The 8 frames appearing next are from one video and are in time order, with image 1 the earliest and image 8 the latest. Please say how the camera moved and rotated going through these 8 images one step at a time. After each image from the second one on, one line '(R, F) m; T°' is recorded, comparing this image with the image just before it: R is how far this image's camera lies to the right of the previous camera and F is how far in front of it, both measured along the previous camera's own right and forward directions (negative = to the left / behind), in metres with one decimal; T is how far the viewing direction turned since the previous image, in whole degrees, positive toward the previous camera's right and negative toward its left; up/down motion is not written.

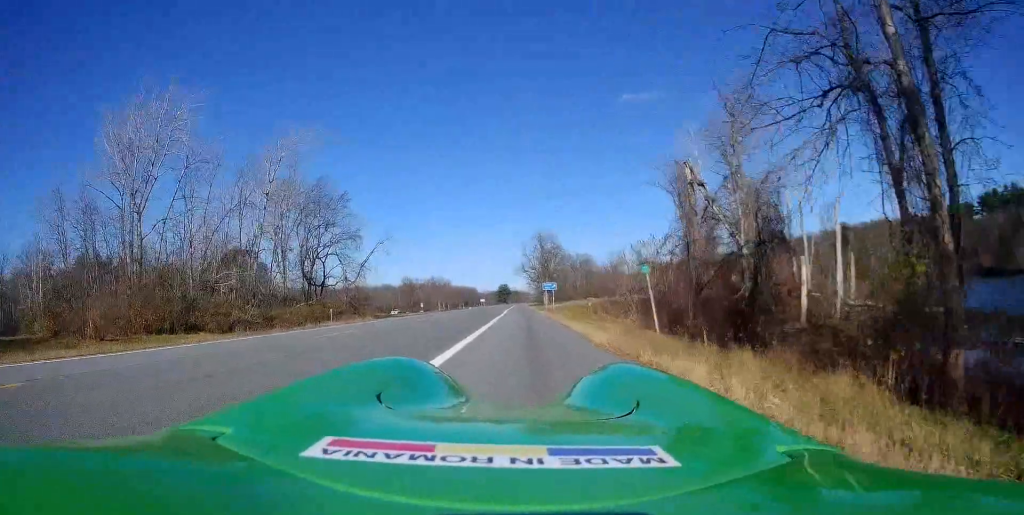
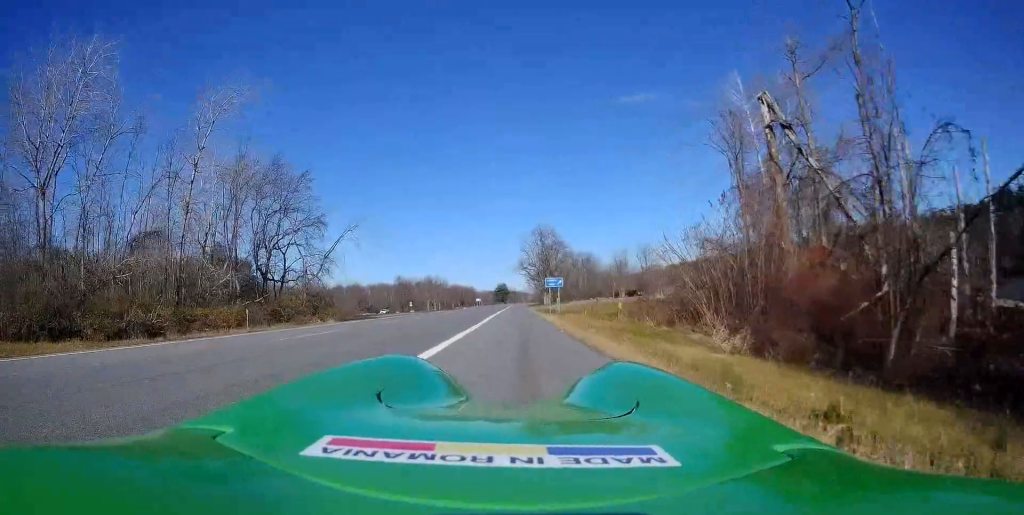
(+0.4, +14.2) m; 0°
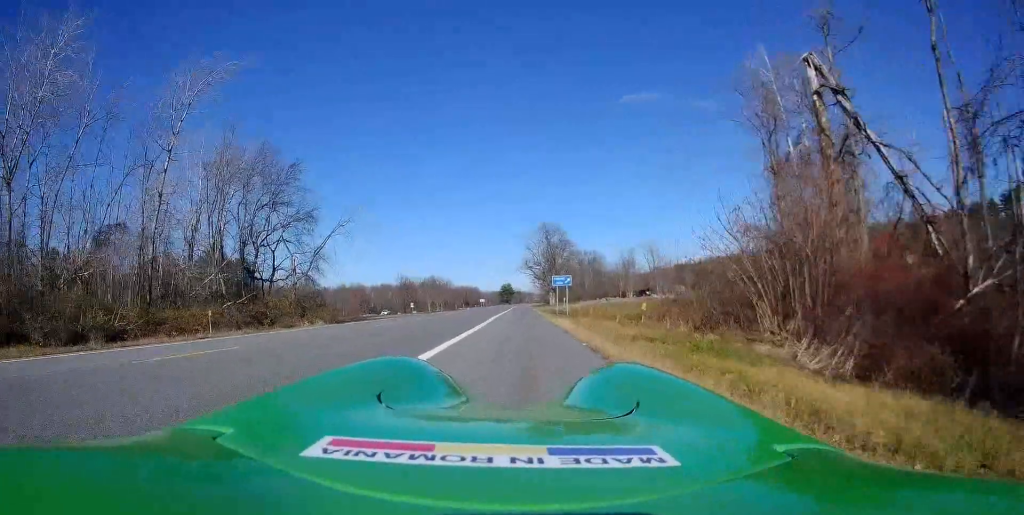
(-0.1, +4.5) m; -3°
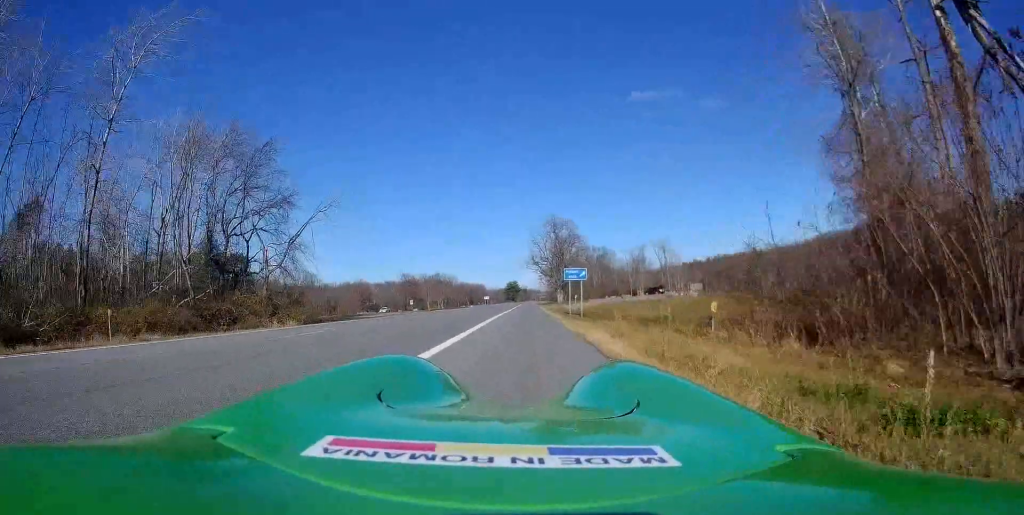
(-0.4, +8.2) m; +1°
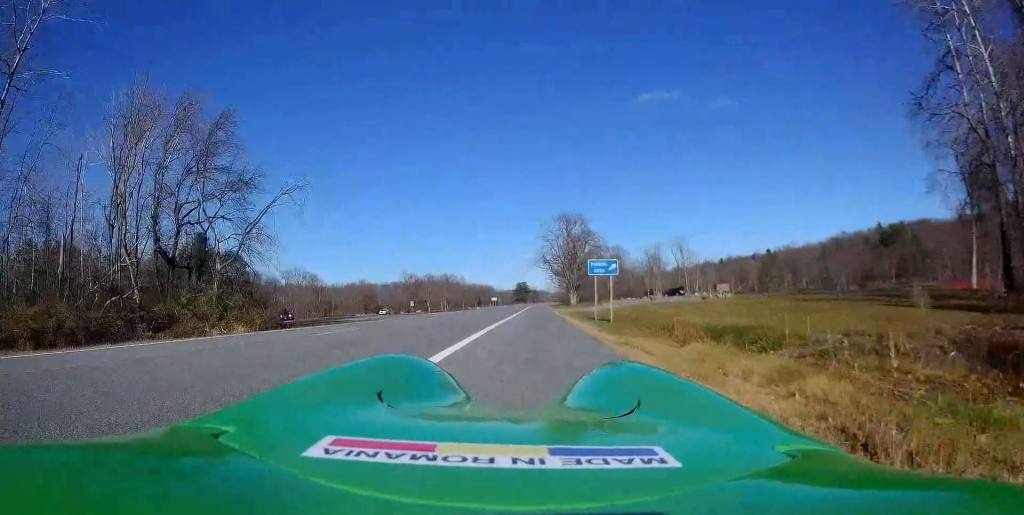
(+0.7, +10.5) m; +3°
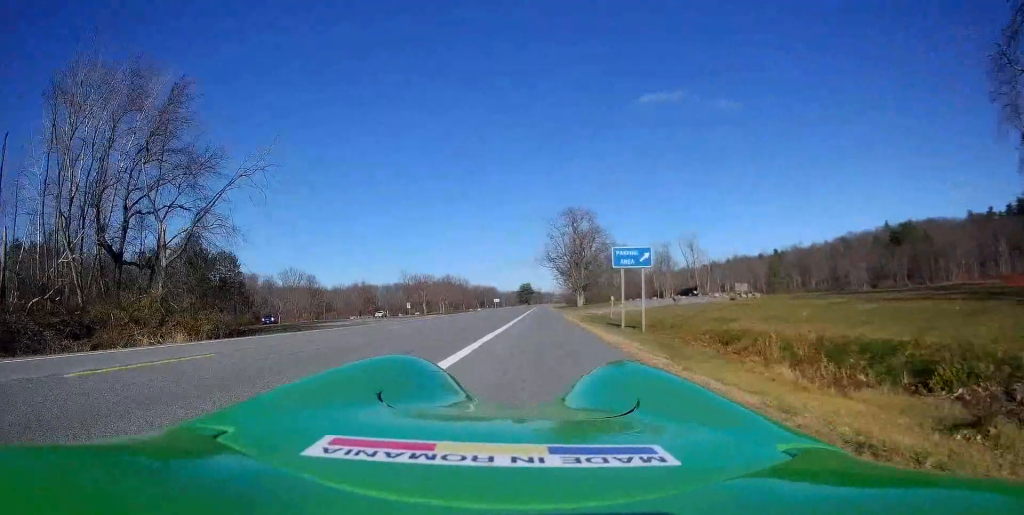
(-0.3, +7.6) m; -2°
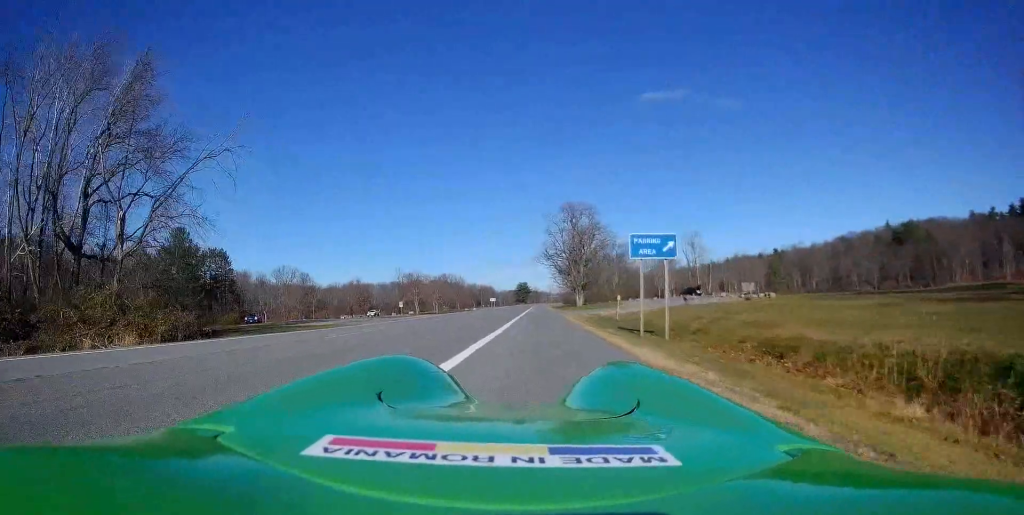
(0.0, +4.5) m; 0°
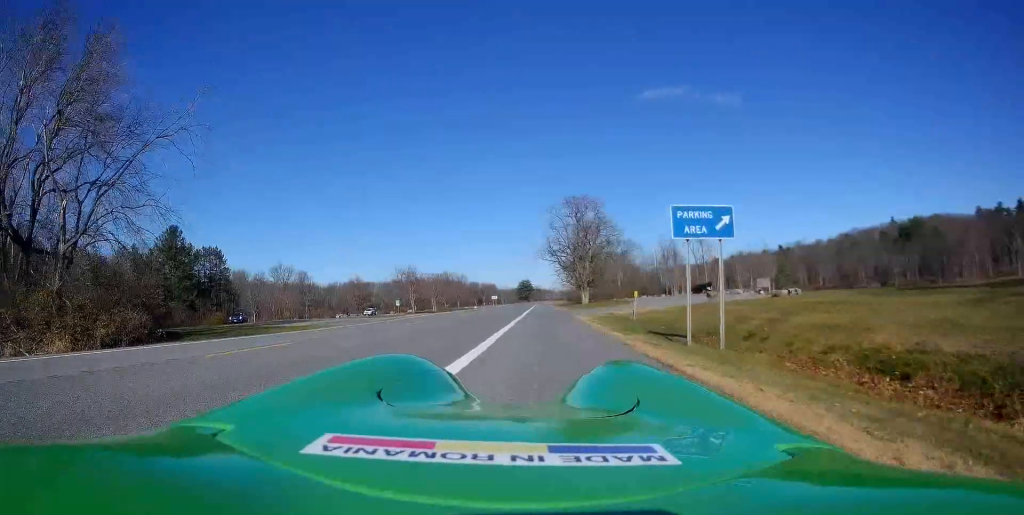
(0.0, +5.2) m; 0°
